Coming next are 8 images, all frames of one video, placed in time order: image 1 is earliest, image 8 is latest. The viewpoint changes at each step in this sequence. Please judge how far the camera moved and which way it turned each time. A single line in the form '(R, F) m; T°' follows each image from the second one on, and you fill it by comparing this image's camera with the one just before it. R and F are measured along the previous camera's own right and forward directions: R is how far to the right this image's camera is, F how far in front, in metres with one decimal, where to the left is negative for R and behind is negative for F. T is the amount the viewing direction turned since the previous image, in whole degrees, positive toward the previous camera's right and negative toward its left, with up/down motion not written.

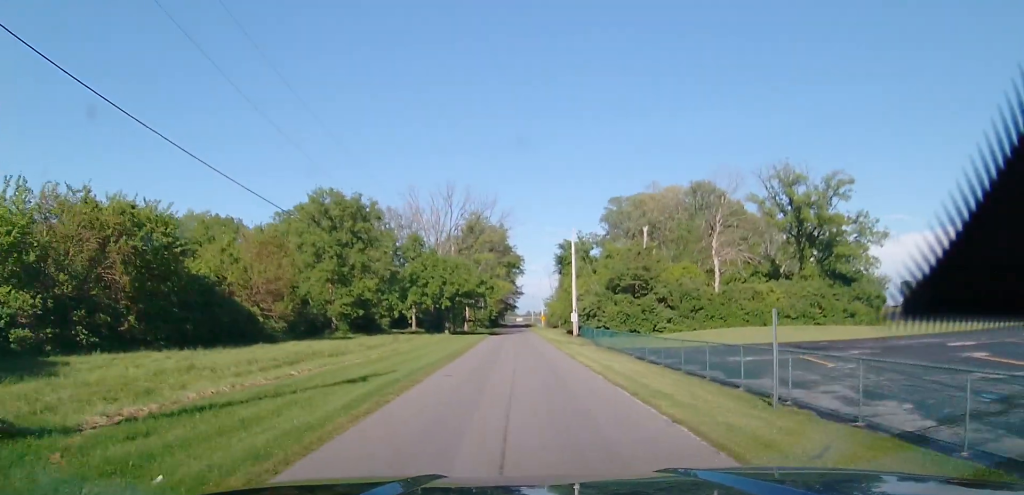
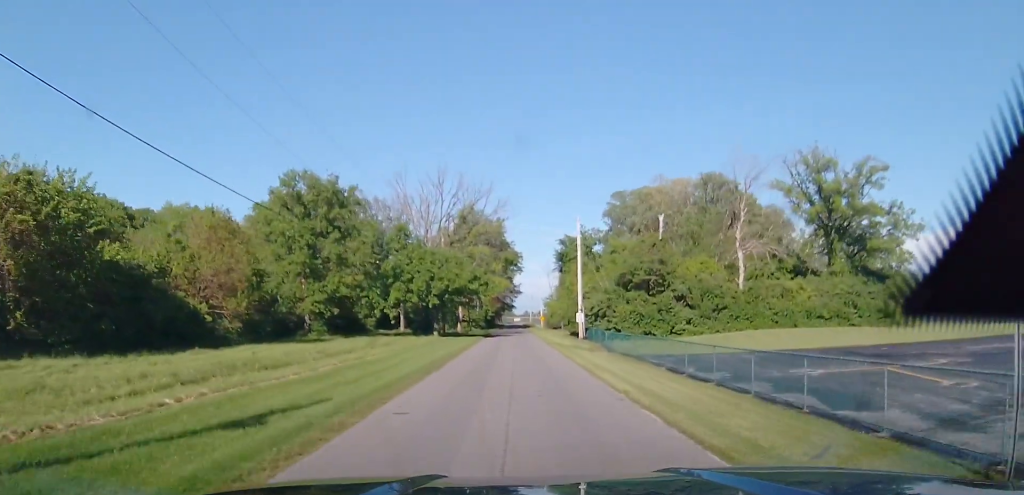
(0.0, +7.1) m; 0°
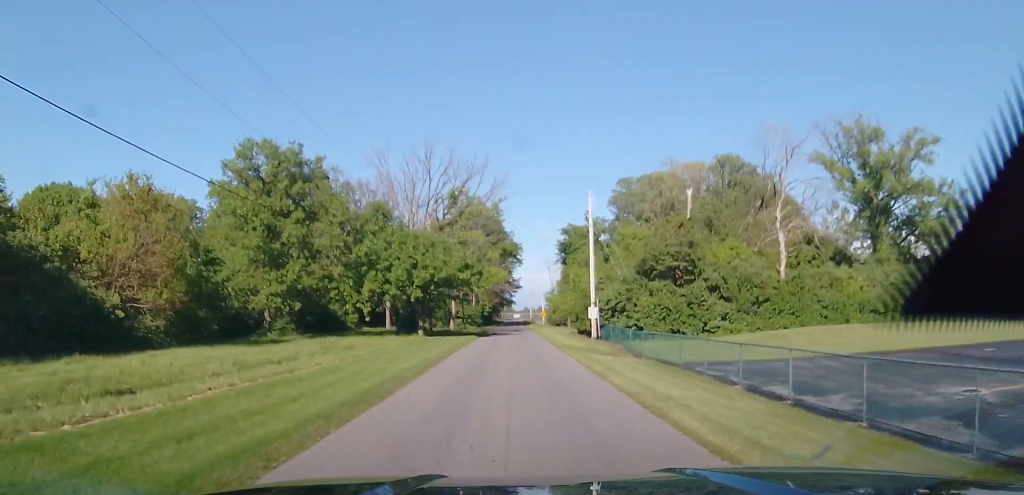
(0.0, +8.7) m; 0°
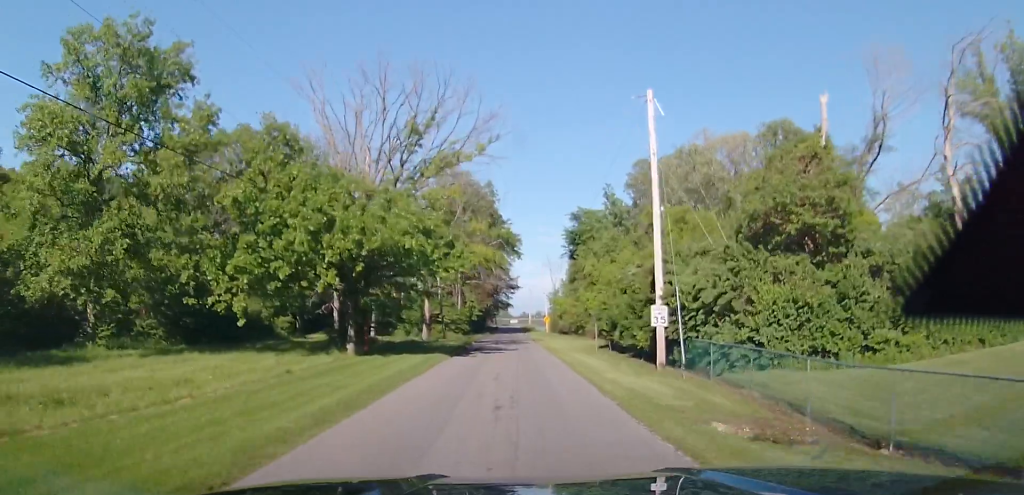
(0.0, +19.3) m; +1°
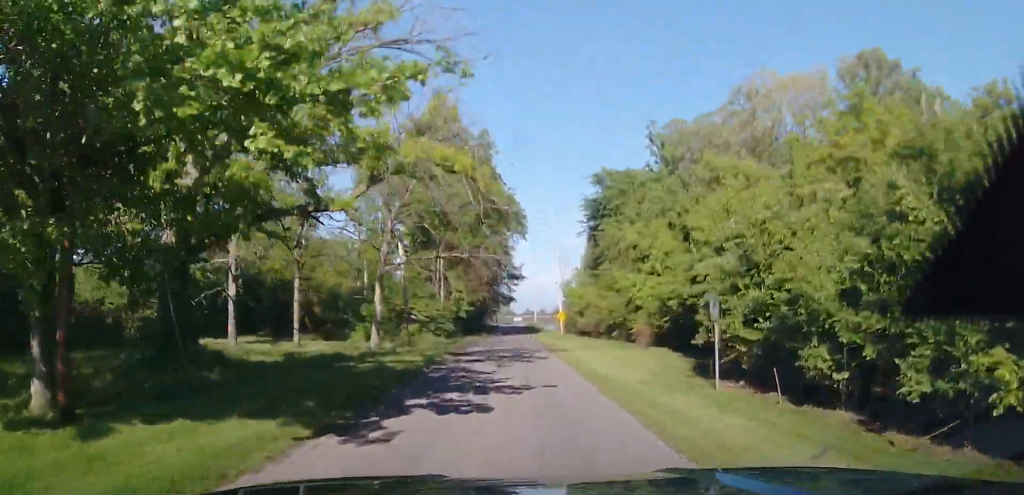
(+0.1, +19.2) m; +1°
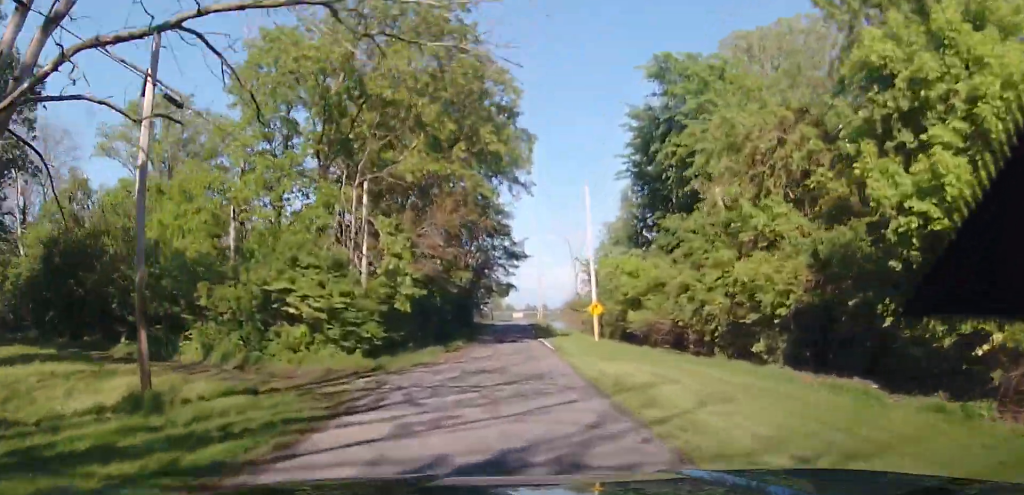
(+0.7, +26.1) m; +1°
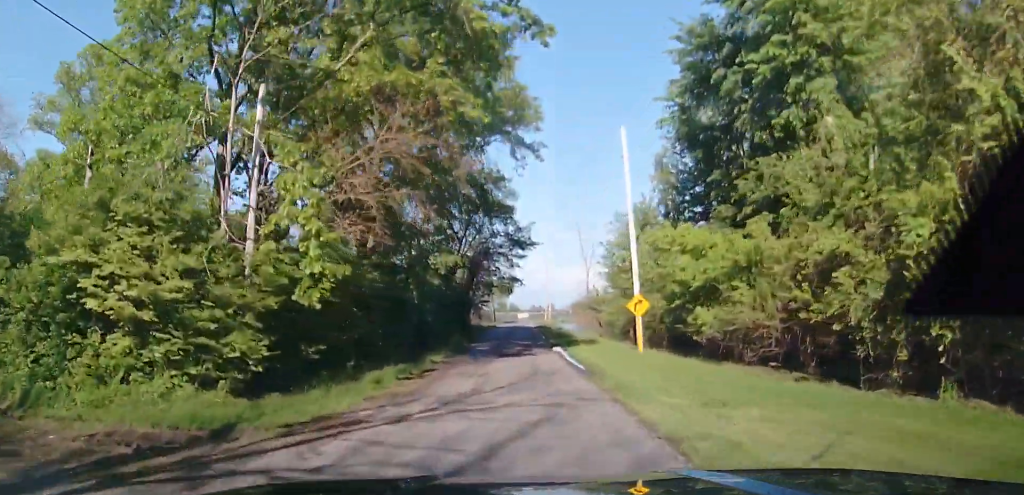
(-0.3, +11.5) m; -2°
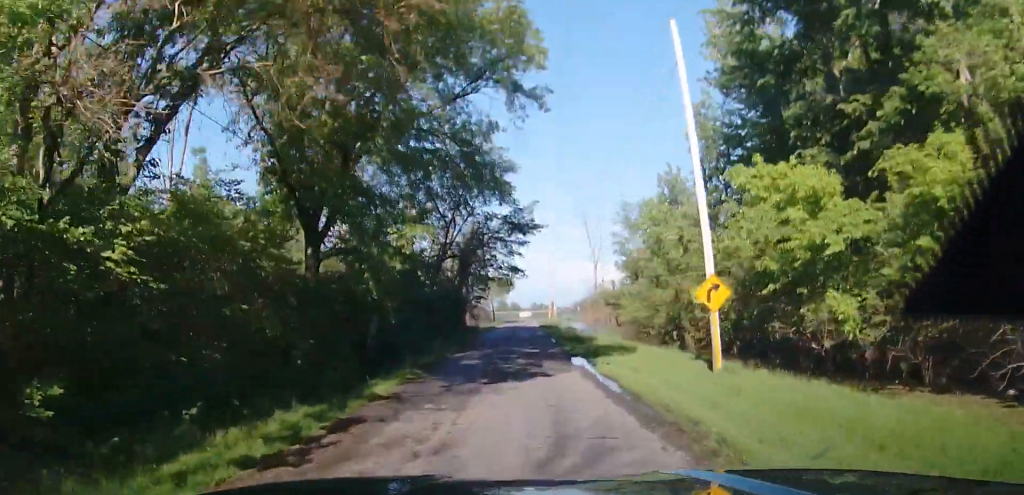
(-0.1, +9.4) m; 0°
